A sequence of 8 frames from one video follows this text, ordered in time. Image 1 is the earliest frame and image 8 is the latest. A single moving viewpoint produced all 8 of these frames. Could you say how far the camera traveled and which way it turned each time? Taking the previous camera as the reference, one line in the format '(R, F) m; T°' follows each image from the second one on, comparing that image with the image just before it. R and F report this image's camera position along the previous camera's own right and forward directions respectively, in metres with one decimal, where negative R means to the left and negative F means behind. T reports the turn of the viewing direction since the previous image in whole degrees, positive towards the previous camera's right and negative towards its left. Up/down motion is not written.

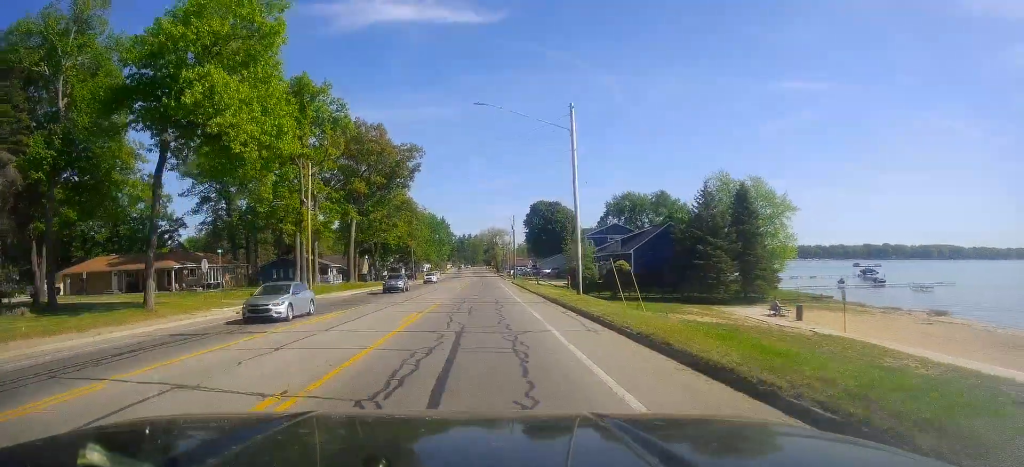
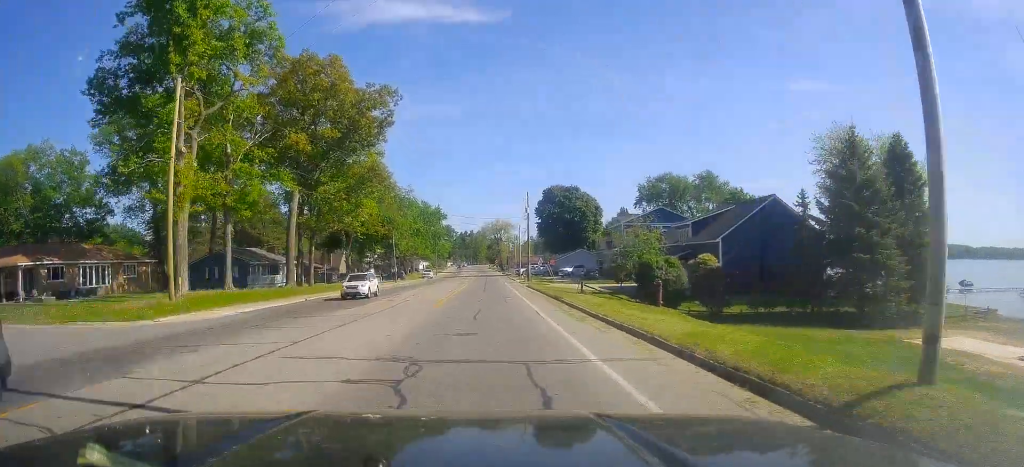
(-0.6, +25.0) m; +1°
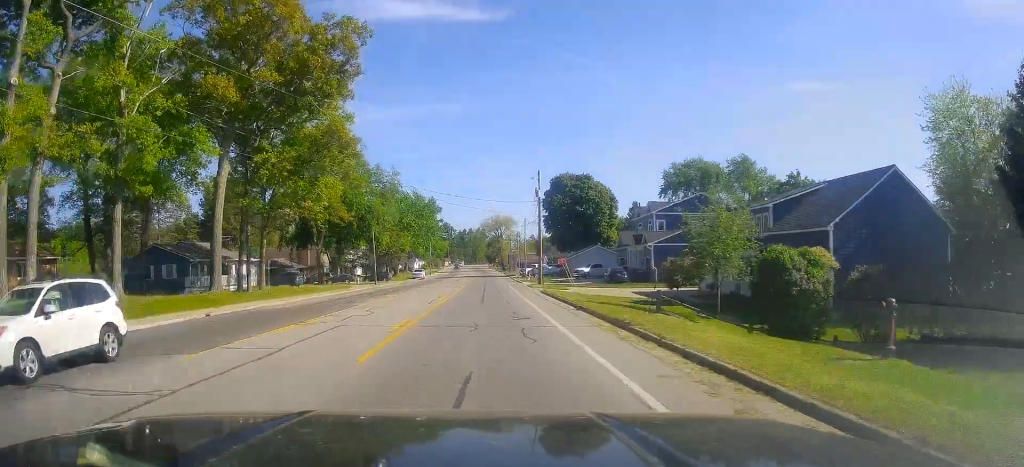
(+0.5, +15.1) m; +2°
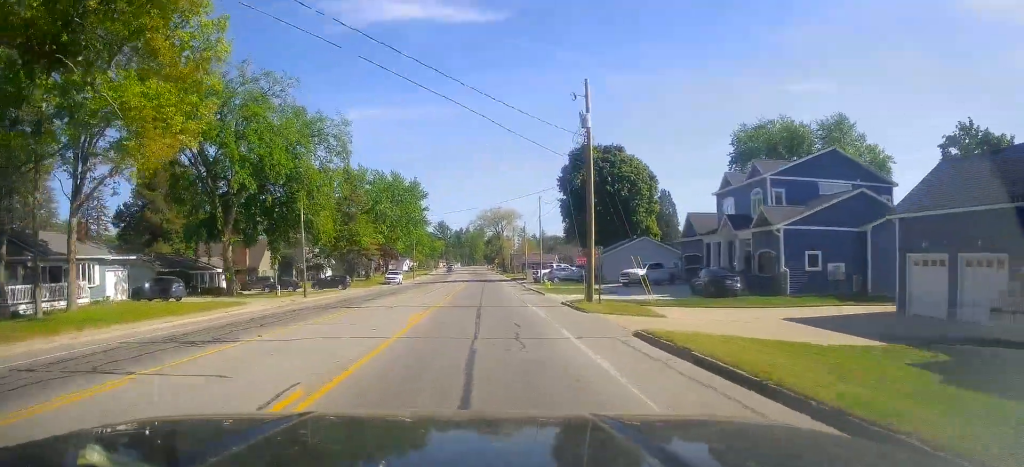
(-0.5, +26.8) m; -3°
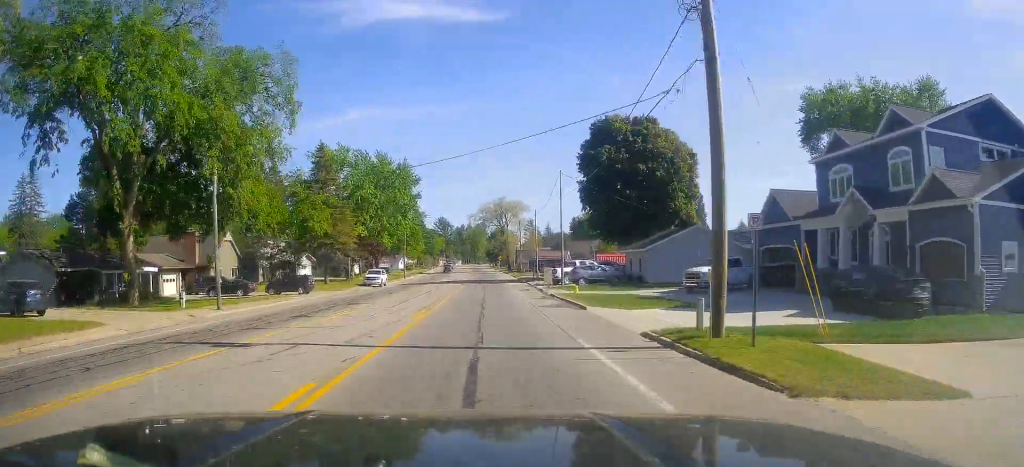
(-0.2, +14.9) m; 0°
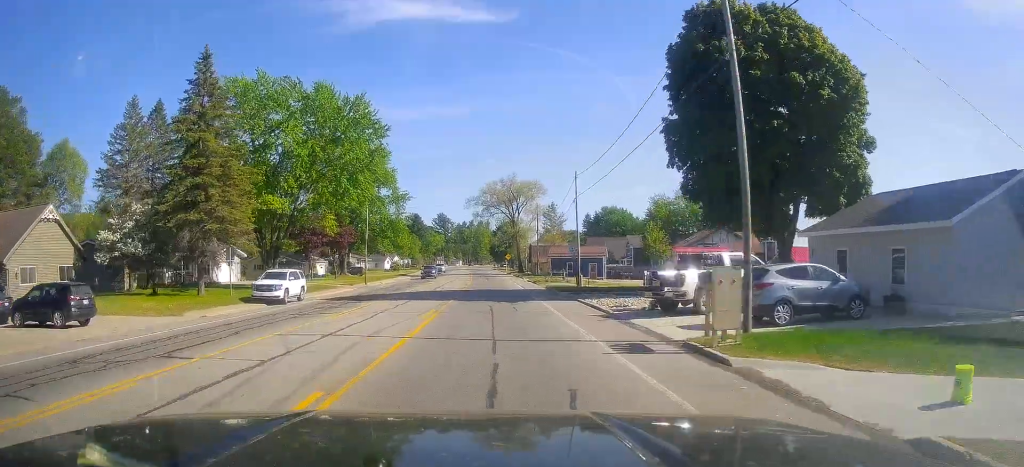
(+1.4, +31.3) m; +2°
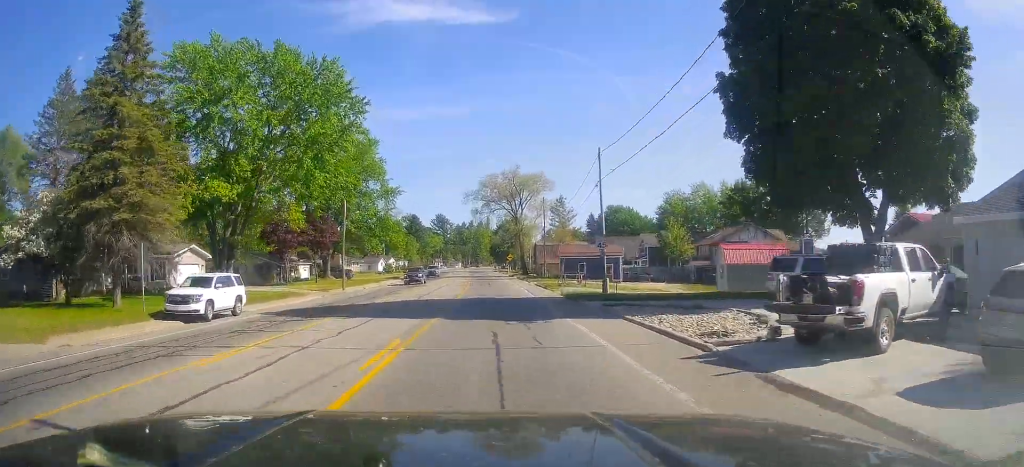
(-0.5, +9.6) m; -2°
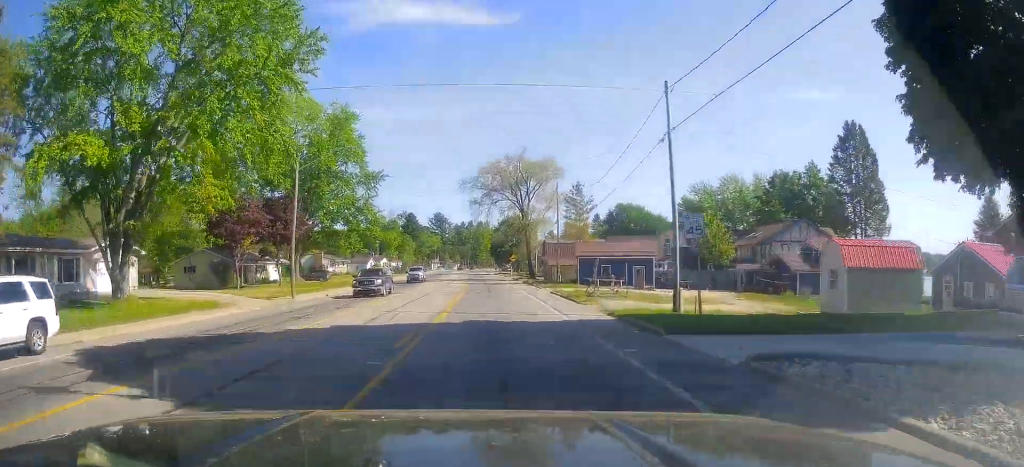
(-0.4, +13.5) m; -1°
